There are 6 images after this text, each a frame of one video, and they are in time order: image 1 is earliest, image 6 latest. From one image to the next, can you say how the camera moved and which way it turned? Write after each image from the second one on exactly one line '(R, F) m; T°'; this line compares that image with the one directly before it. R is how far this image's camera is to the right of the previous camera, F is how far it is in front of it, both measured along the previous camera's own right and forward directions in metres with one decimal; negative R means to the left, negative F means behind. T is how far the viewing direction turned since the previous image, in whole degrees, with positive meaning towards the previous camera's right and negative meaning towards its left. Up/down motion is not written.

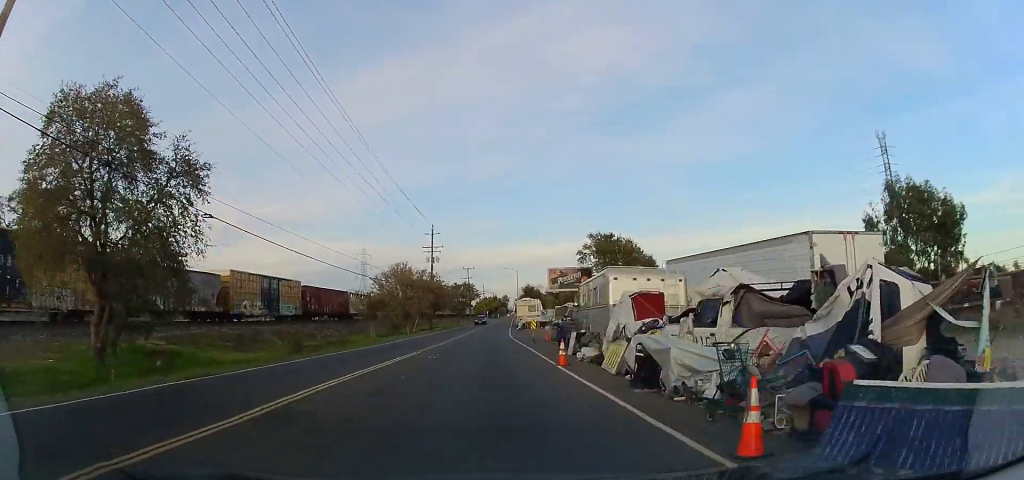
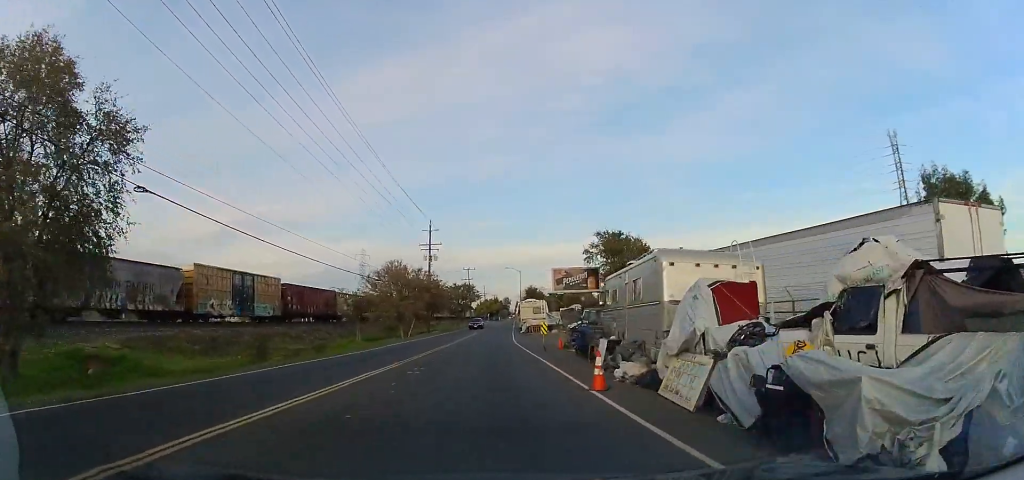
(0.0, +4.7) m; 0°
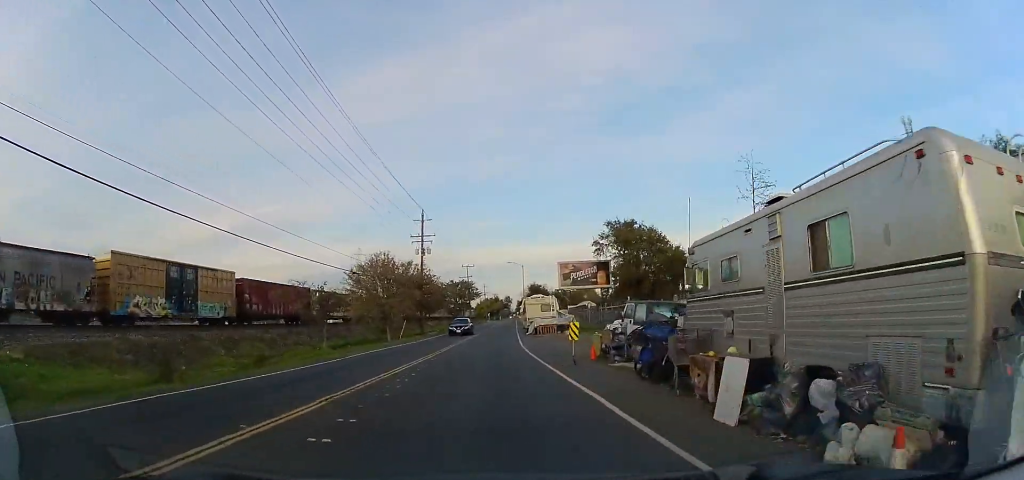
(0.0, +7.7) m; 0°
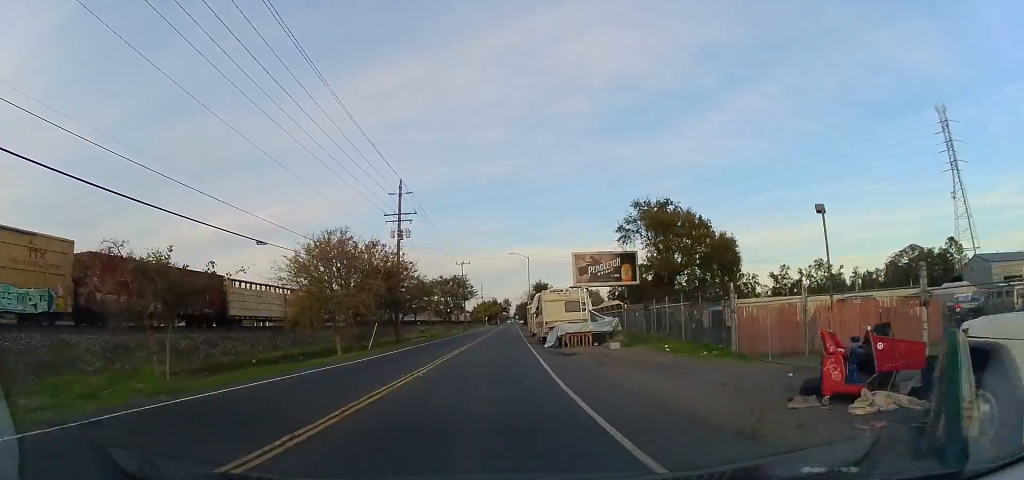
(0.0, +14.9) m; 0°
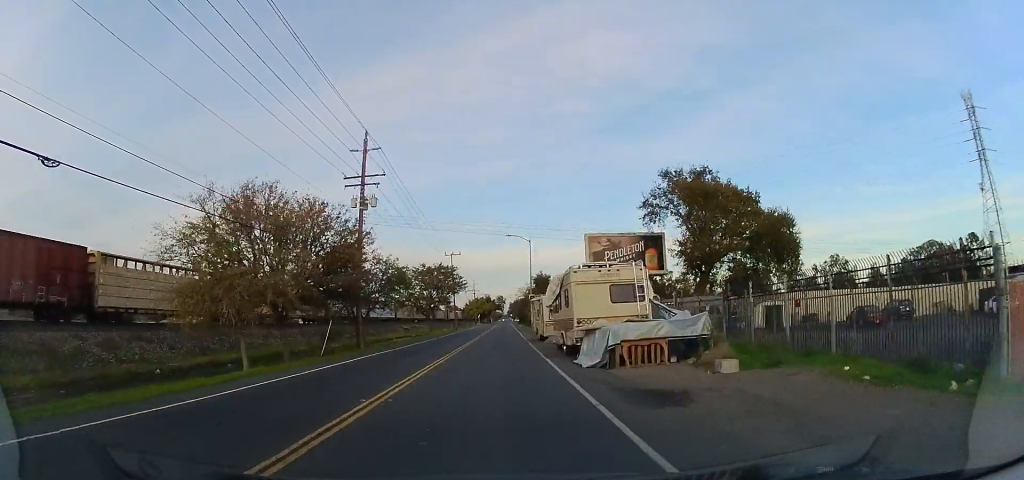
(0.0, +11.7) m; +1°
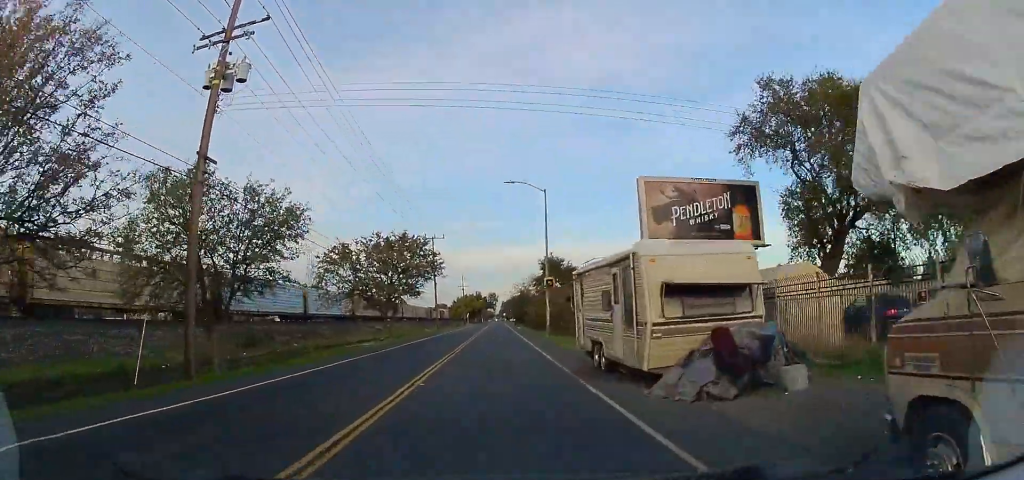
(+0.2, +20.2) m; 0°
